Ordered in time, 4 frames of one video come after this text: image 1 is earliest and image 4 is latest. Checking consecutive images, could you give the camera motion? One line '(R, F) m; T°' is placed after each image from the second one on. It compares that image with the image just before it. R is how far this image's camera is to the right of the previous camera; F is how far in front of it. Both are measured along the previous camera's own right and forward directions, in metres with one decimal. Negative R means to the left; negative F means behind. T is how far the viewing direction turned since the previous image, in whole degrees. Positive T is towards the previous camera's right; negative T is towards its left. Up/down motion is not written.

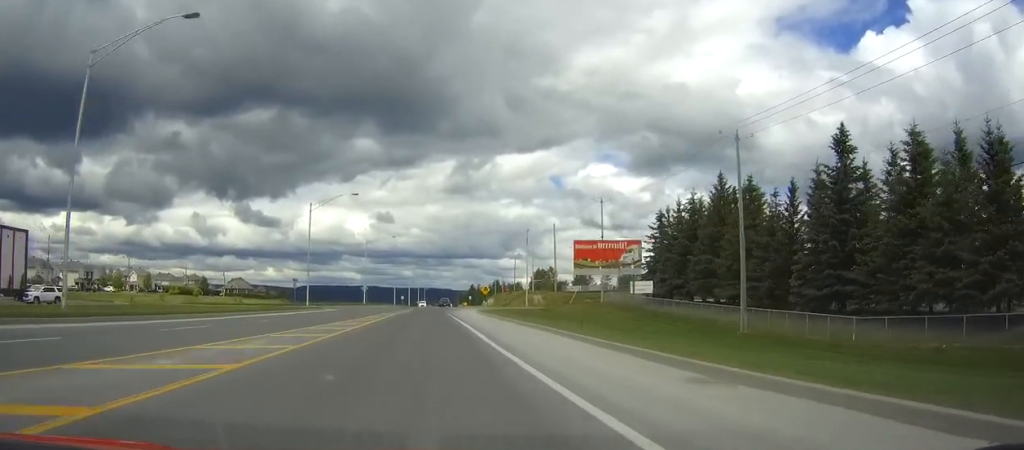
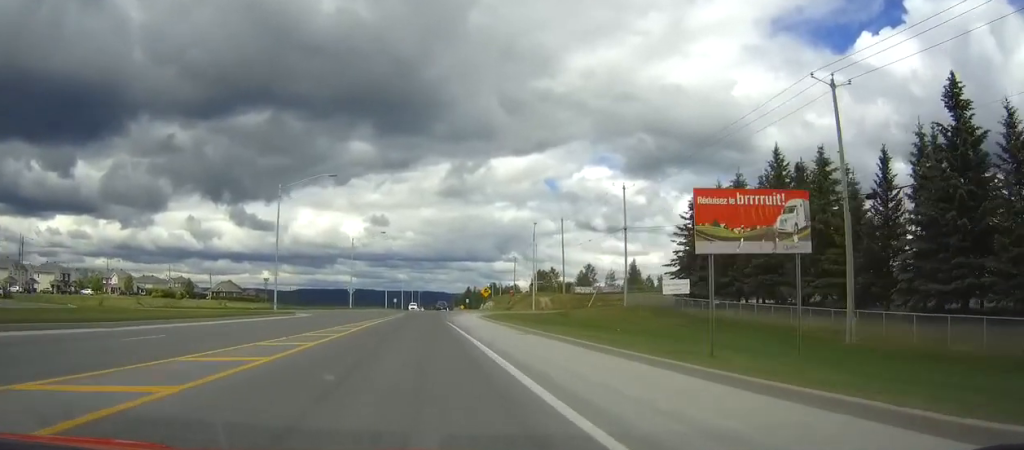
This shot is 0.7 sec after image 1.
(0.0, +12.3) m; 0°
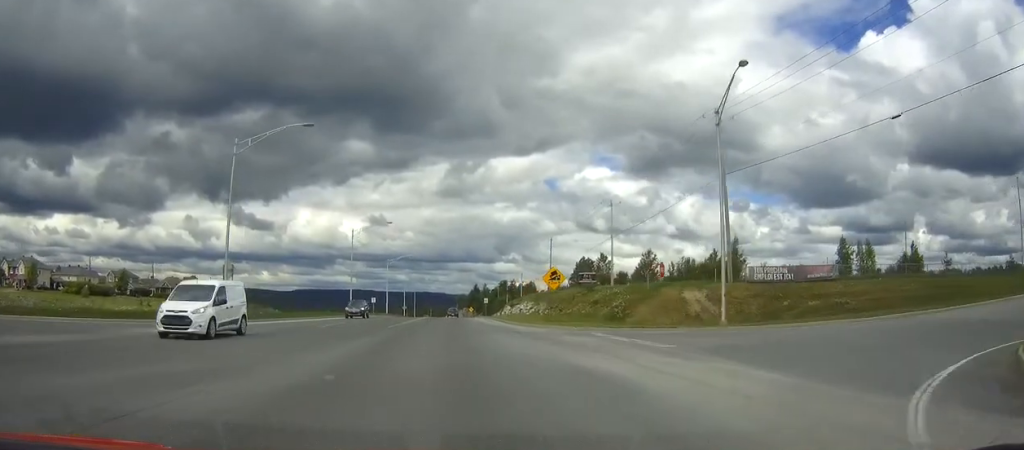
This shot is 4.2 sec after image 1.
(+0.2, +61.7) m; 0°
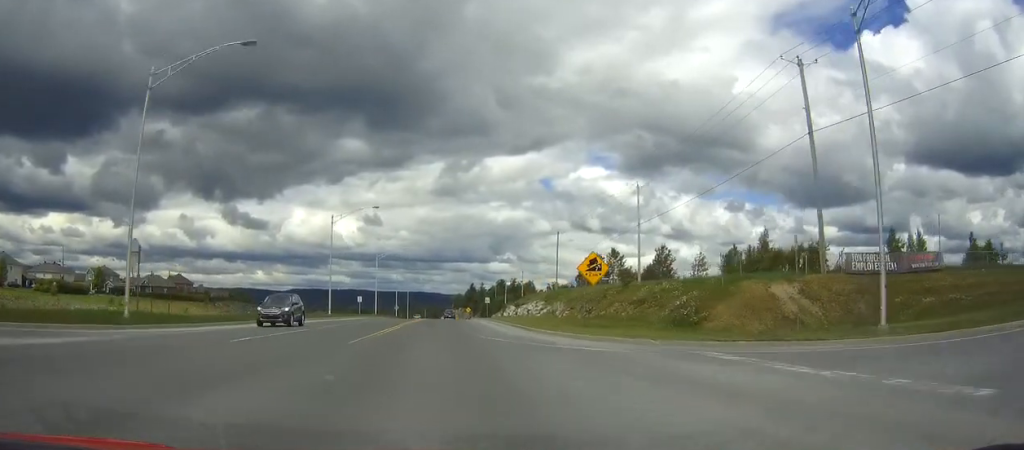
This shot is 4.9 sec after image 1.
(0.0, +13.1) m; 0°
